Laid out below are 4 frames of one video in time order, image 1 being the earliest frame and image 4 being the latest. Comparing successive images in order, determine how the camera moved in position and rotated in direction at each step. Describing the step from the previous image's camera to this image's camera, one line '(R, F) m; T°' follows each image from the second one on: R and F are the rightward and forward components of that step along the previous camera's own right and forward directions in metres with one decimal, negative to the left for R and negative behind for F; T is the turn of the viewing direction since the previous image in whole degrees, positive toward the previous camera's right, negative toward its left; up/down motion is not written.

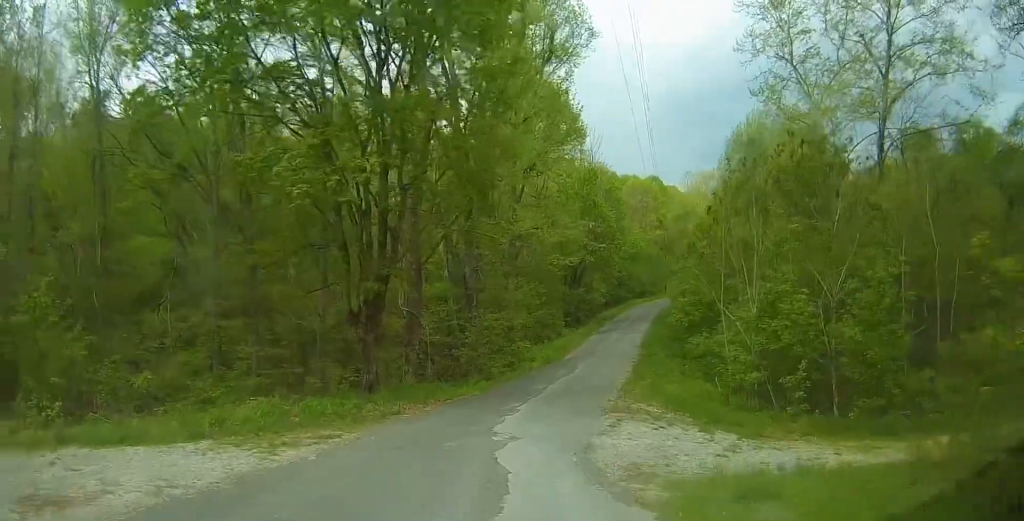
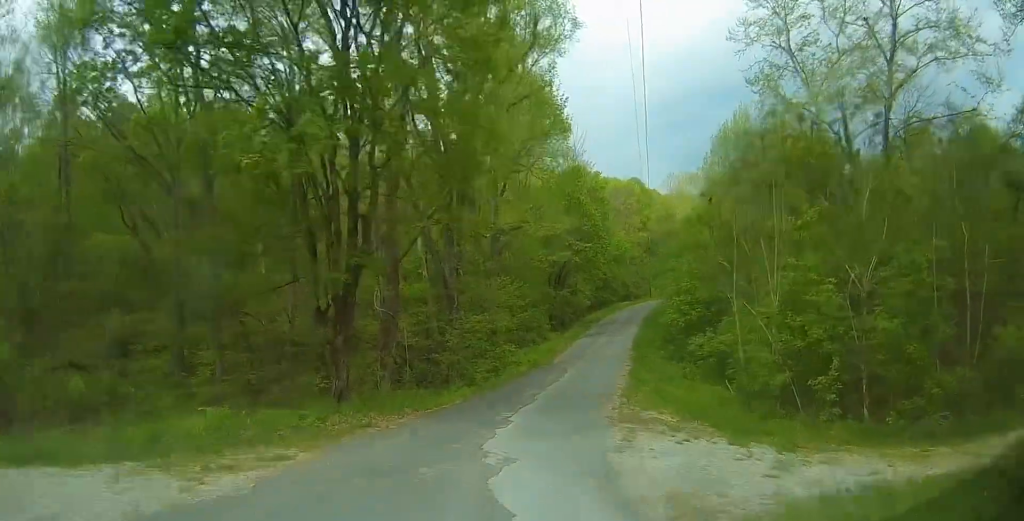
(0.0, +2.3) m; 0°
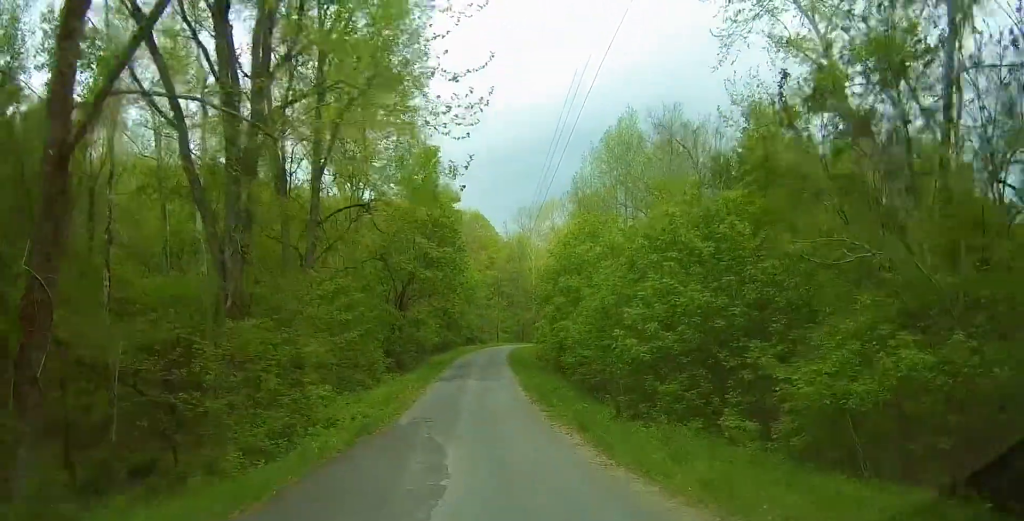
(0.0, +16.0) m; 0°
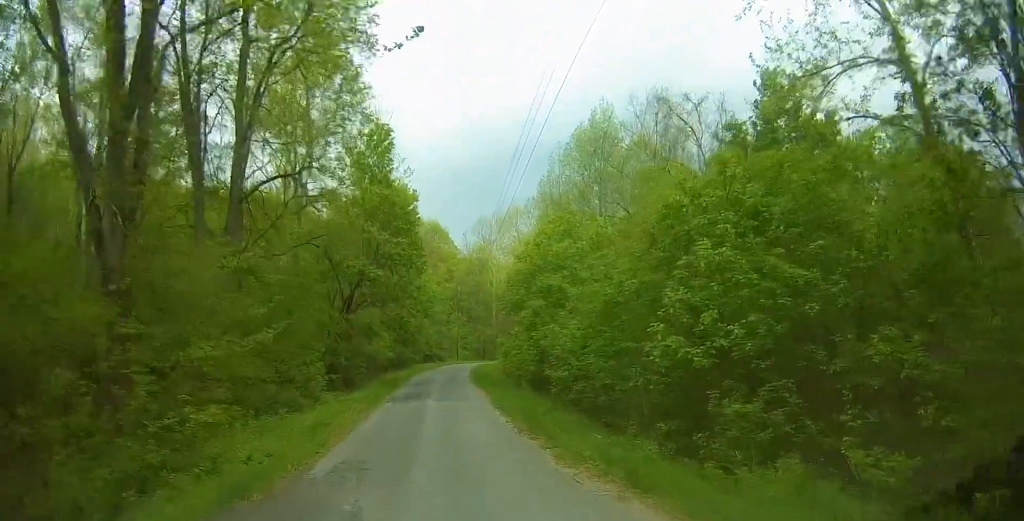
(0.0, +6.6) m; 0°
